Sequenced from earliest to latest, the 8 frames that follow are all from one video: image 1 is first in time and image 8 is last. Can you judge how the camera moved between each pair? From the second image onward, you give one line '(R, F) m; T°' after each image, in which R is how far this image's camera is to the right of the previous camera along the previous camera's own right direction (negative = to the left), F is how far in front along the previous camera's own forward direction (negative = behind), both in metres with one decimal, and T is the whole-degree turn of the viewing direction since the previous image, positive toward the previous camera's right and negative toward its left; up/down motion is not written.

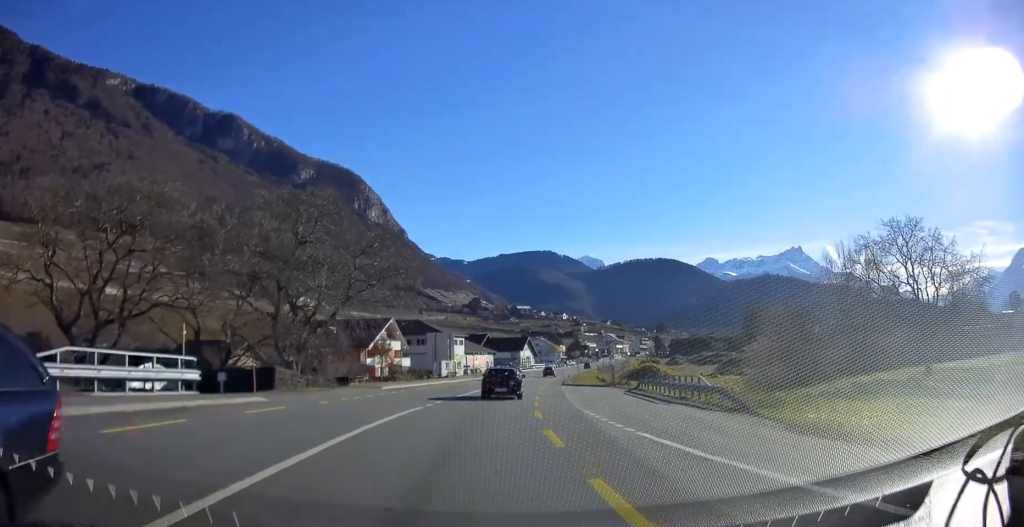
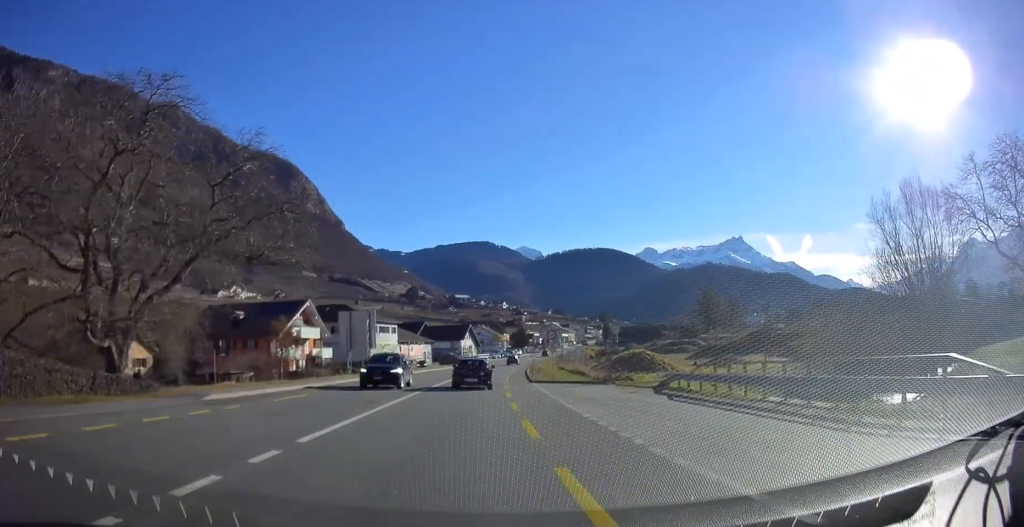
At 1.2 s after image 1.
(+0.8, +16.8) m; +5°
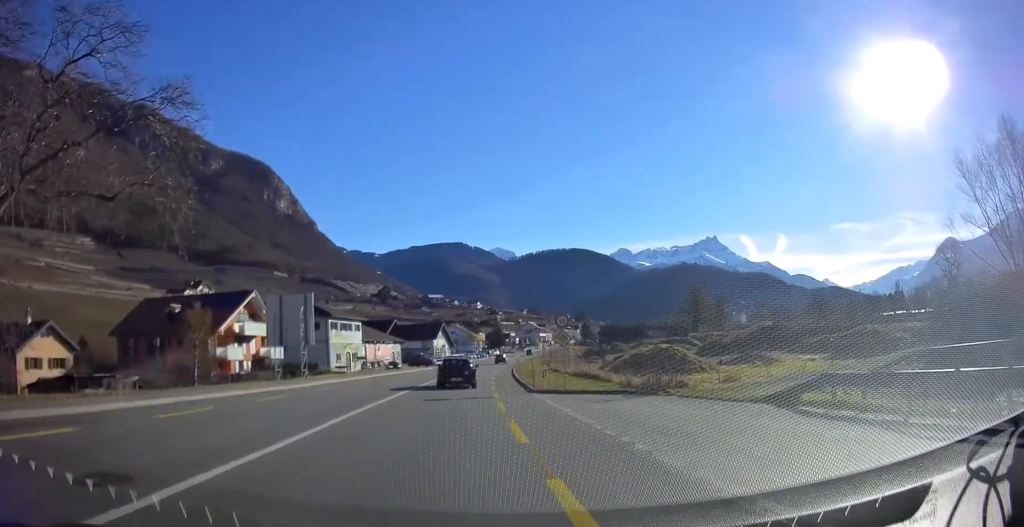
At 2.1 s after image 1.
(+0.3, +12.8) m; +3°
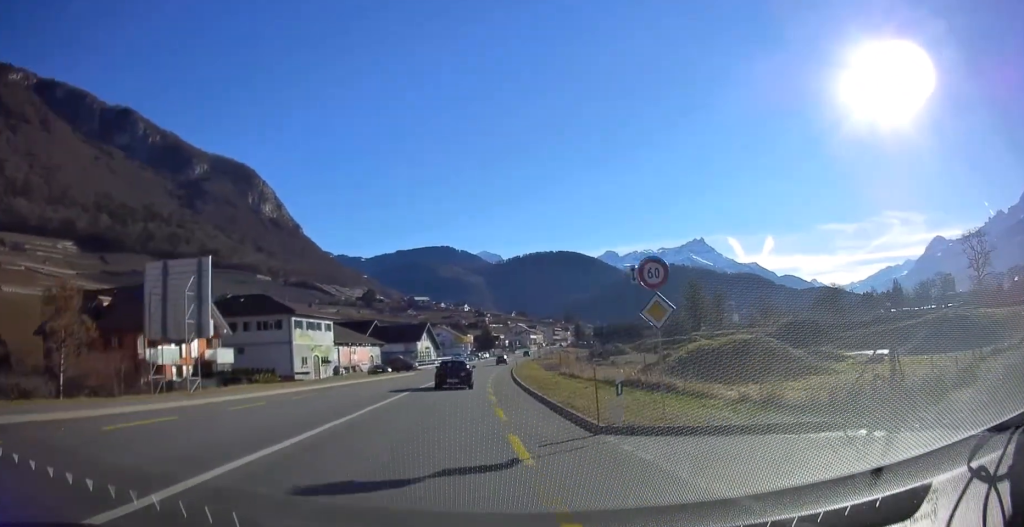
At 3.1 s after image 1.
(+0.3, +13.9) m; +2°
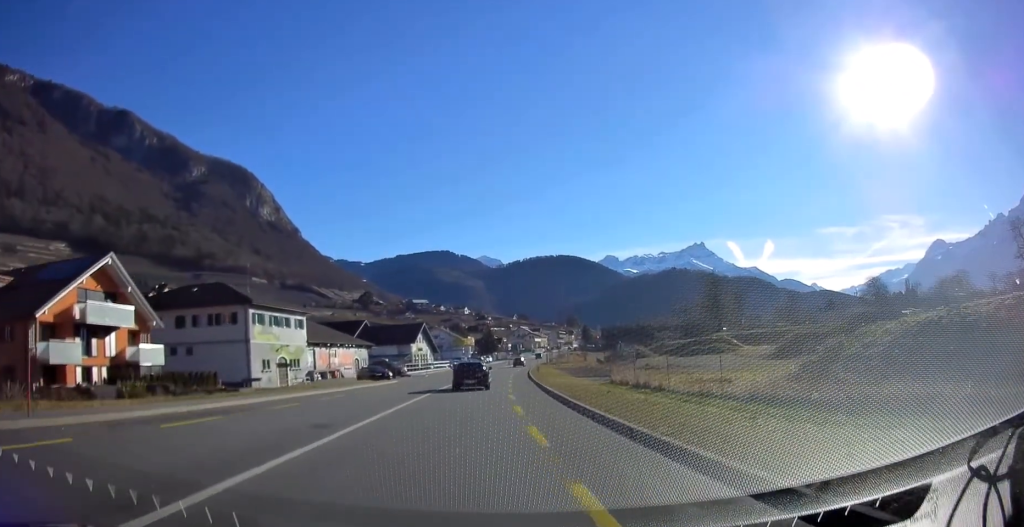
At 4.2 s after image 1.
(+0.1, +16.1) m; +1°
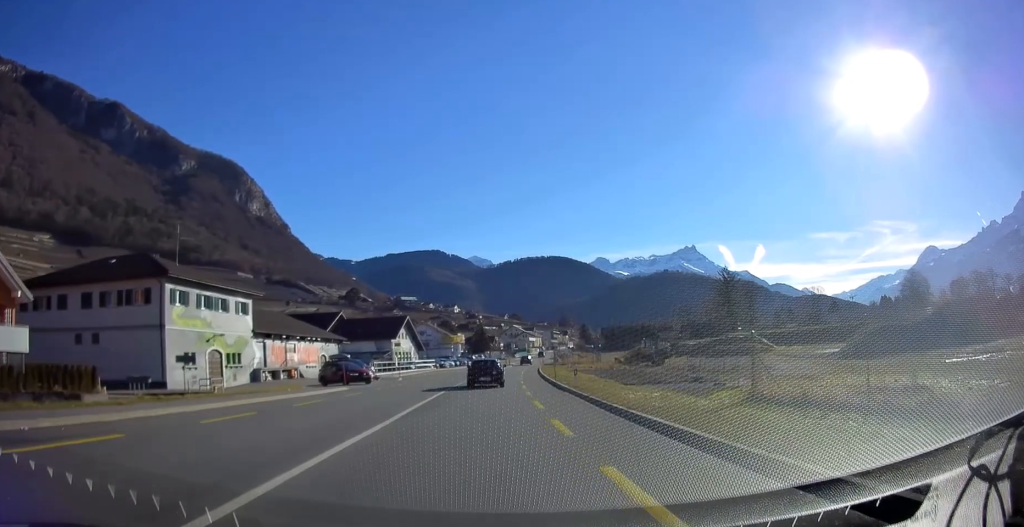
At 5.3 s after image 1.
(+0.1, +16.8) m; +1°
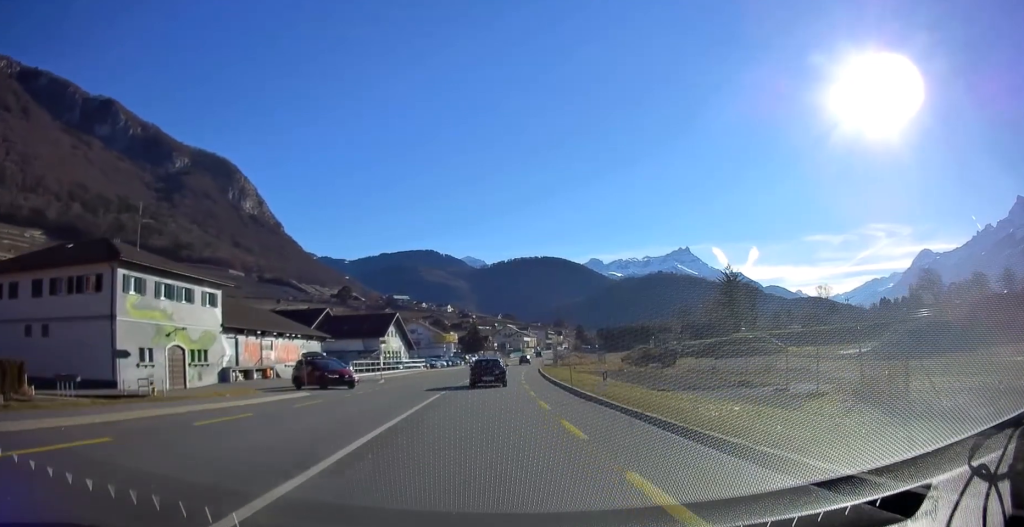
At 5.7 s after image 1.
(-0.1, +6.7) m; +1°
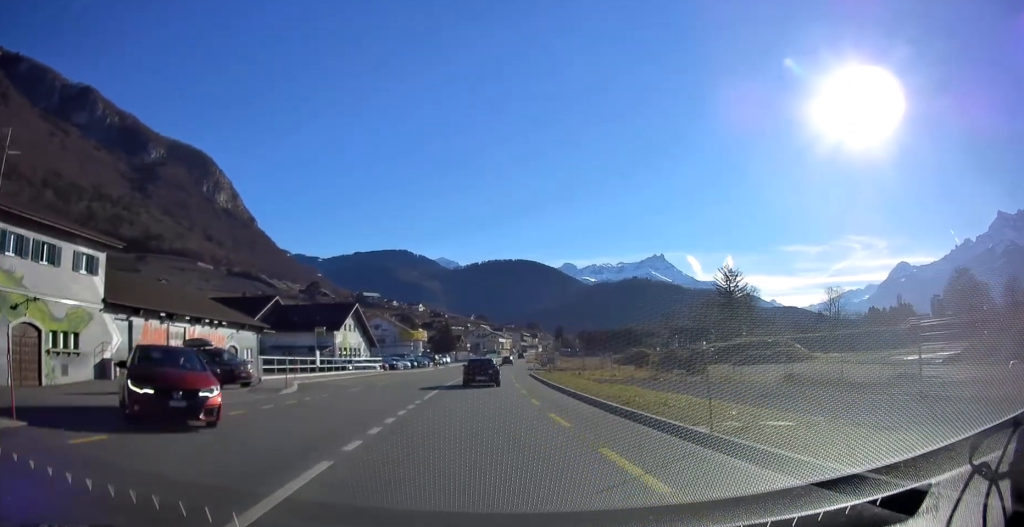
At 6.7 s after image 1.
(+0.4, +15.6) m; +2°
